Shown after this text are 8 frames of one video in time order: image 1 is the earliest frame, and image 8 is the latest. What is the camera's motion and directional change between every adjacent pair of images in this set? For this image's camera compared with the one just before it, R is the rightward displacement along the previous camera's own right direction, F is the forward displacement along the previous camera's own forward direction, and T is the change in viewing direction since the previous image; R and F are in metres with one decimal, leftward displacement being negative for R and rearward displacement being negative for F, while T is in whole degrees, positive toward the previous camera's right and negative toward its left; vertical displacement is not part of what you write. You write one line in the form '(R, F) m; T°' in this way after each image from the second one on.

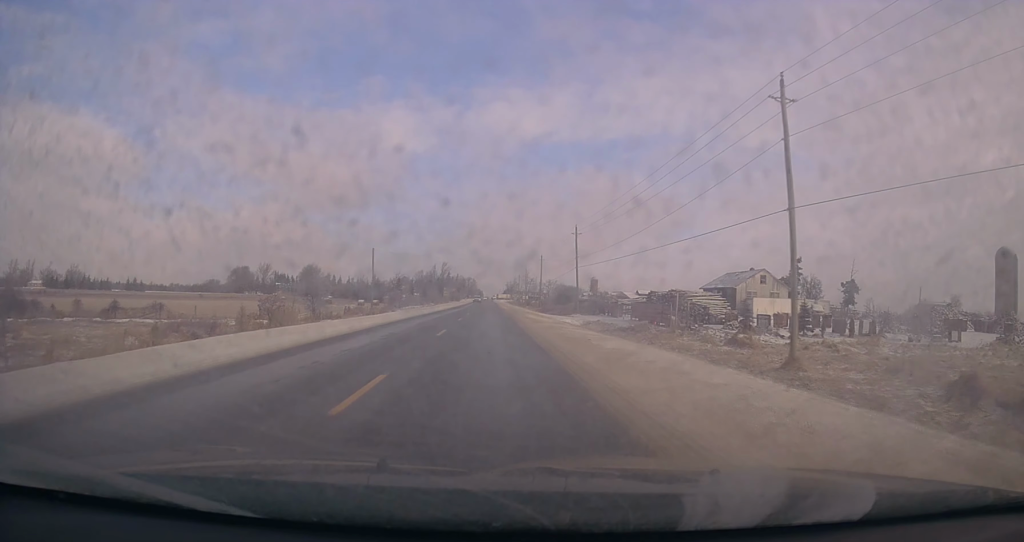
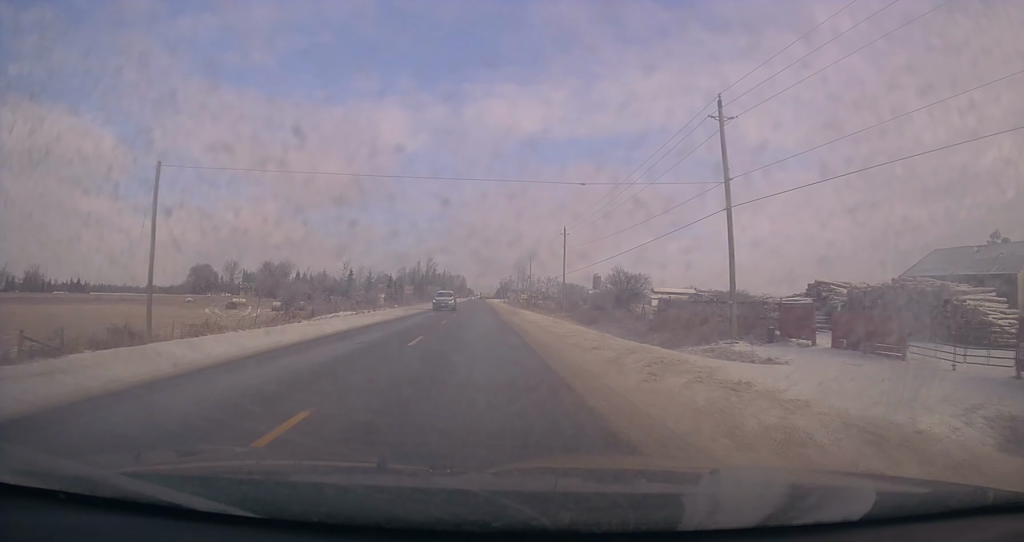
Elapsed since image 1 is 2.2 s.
(-0.1, +52.2) m; 0°
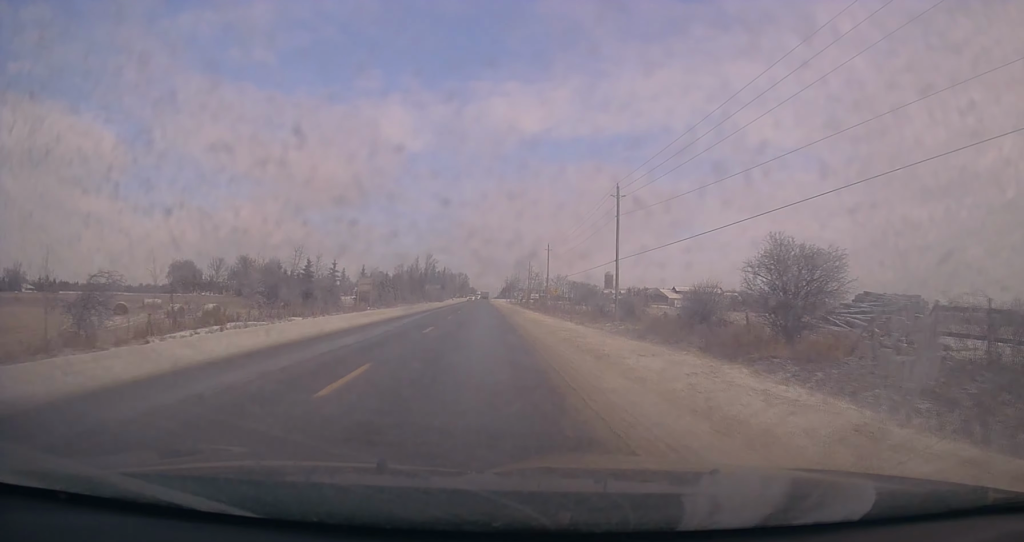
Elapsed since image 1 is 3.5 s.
(+0.4, +31.6) m; +1°
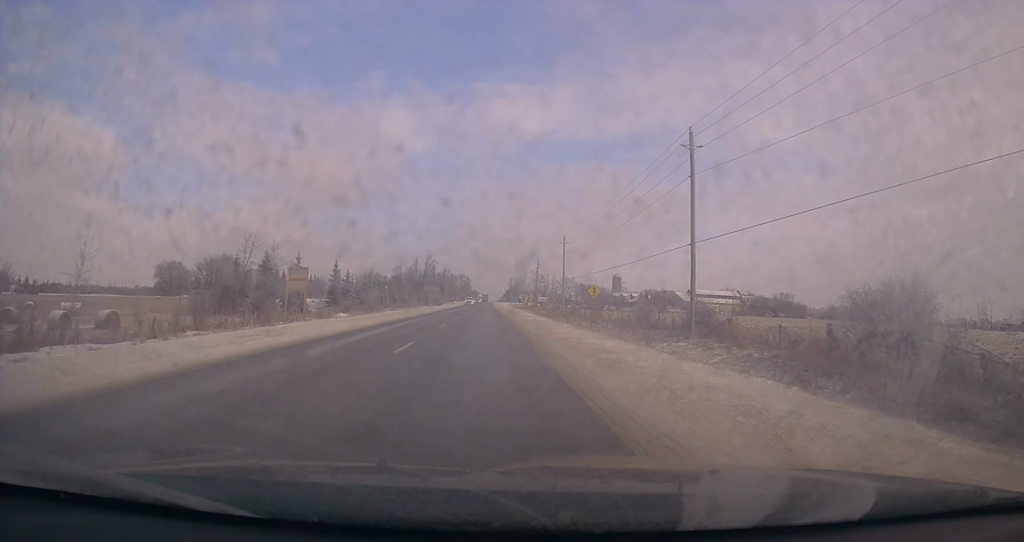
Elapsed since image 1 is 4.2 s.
(0.0, +19.2) m; 0°
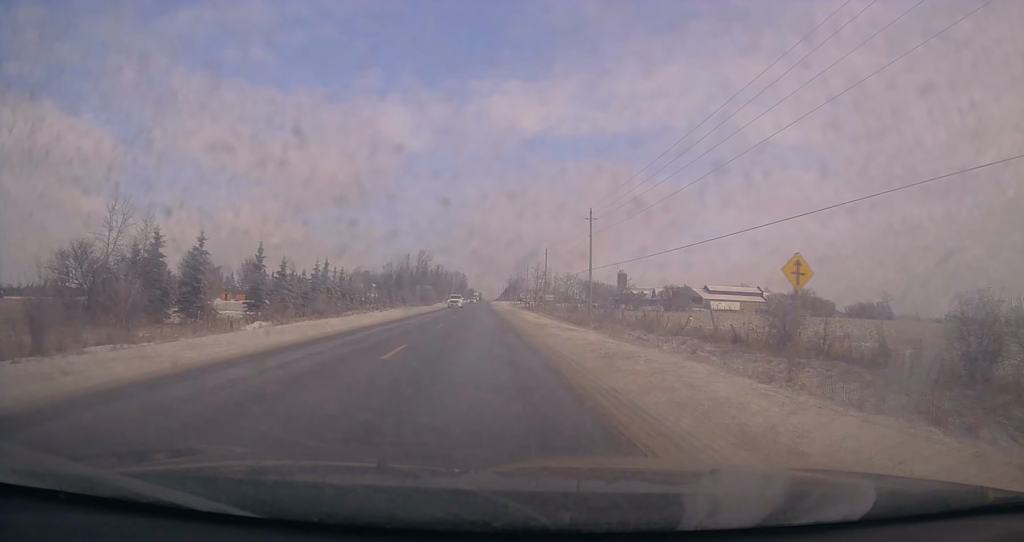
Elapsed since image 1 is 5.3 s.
(+0.1, +24.8) m; -1°
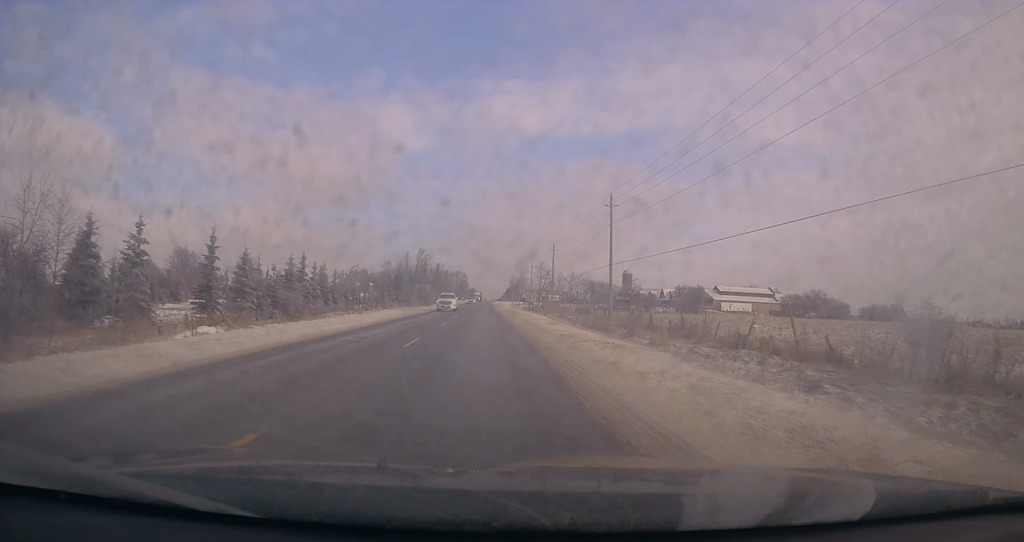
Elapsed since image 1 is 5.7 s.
(0.0, +10.1) m; 0°
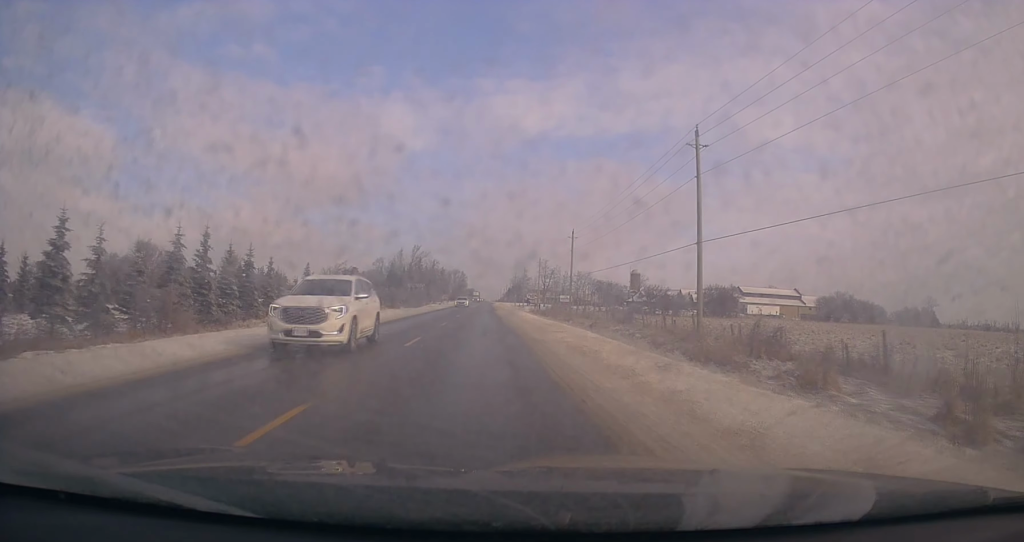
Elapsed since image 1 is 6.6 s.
(-0.3, +23.0) m; 0°
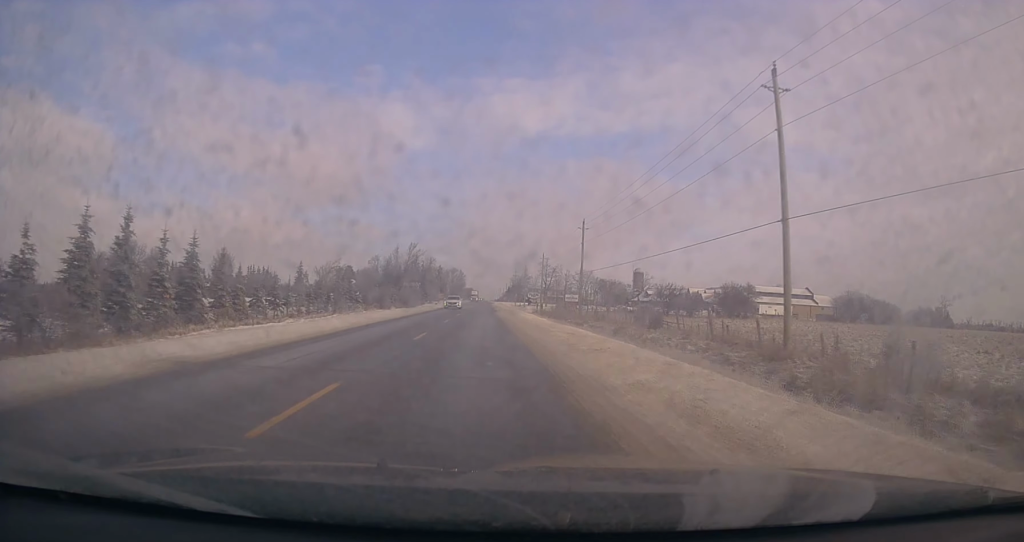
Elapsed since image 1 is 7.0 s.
(+0.1, +10.3) m; 0°
